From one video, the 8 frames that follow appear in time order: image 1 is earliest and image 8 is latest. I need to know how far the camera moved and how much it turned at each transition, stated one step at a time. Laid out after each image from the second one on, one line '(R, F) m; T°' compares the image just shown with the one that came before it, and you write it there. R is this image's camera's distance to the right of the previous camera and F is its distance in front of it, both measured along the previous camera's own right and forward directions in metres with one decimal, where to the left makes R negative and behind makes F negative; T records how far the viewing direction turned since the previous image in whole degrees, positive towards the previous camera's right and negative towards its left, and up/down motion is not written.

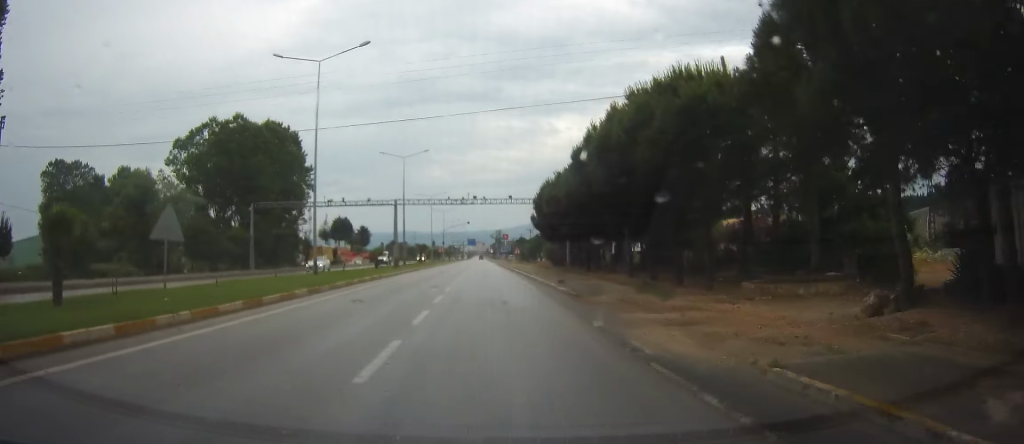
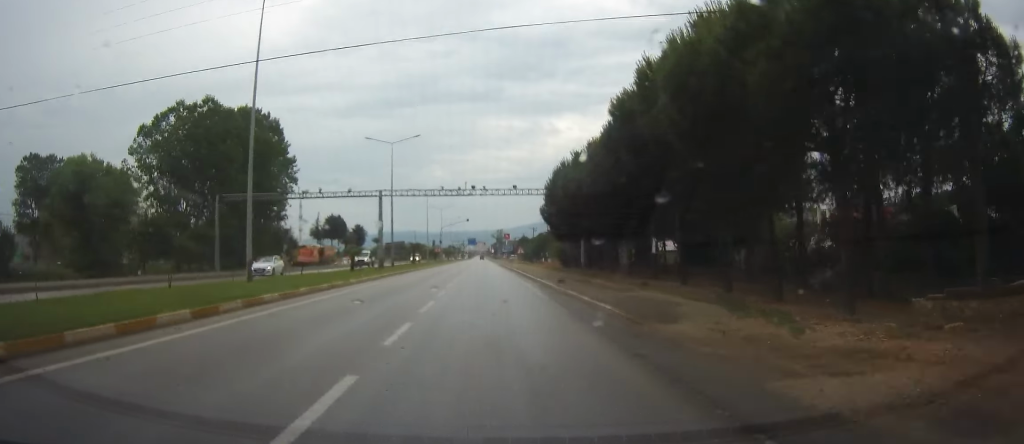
(-0.3, +9.3) m; 0°
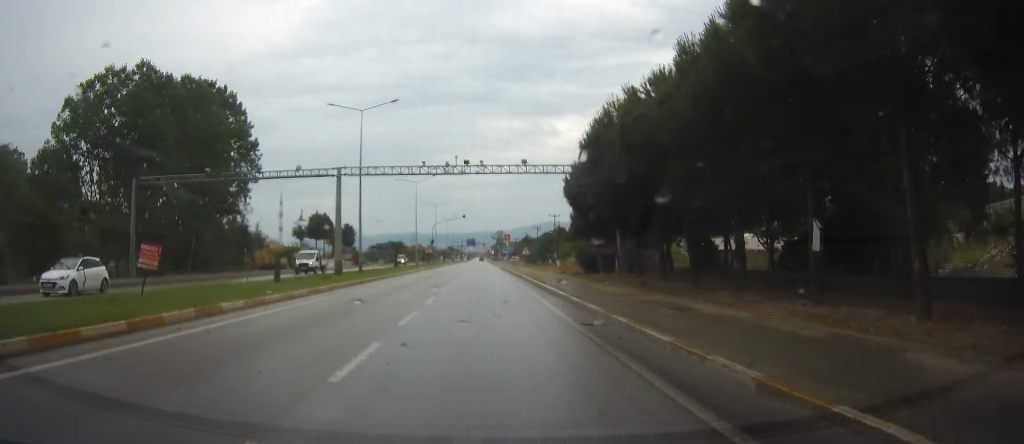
(0.0, +15.2) m; +1°
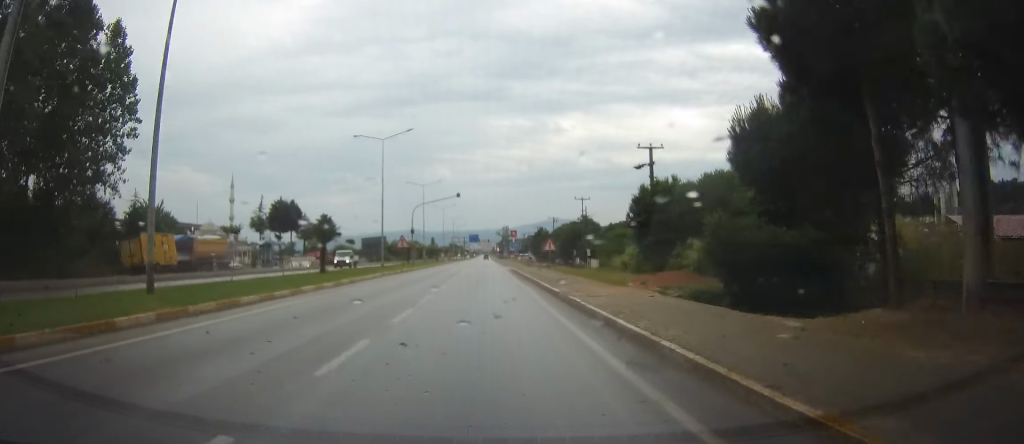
(+0.6, +30.0) m; +3°
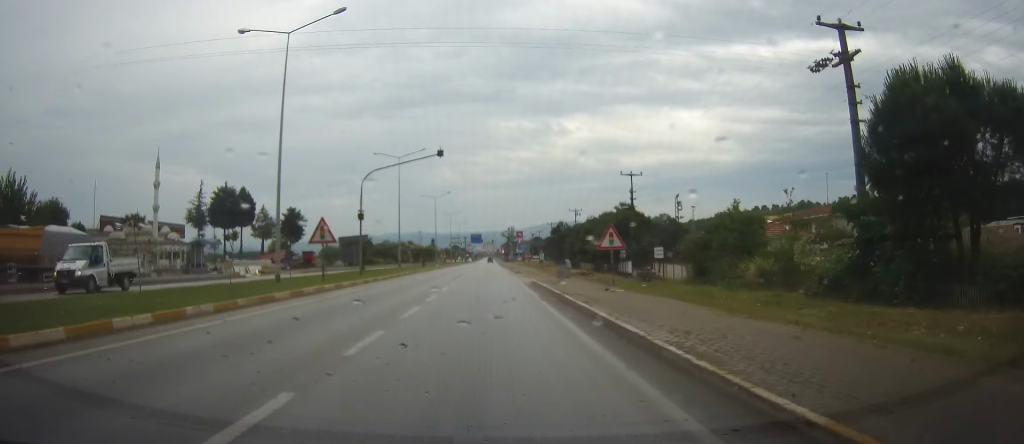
(+0.4, +28.4) m; -1°
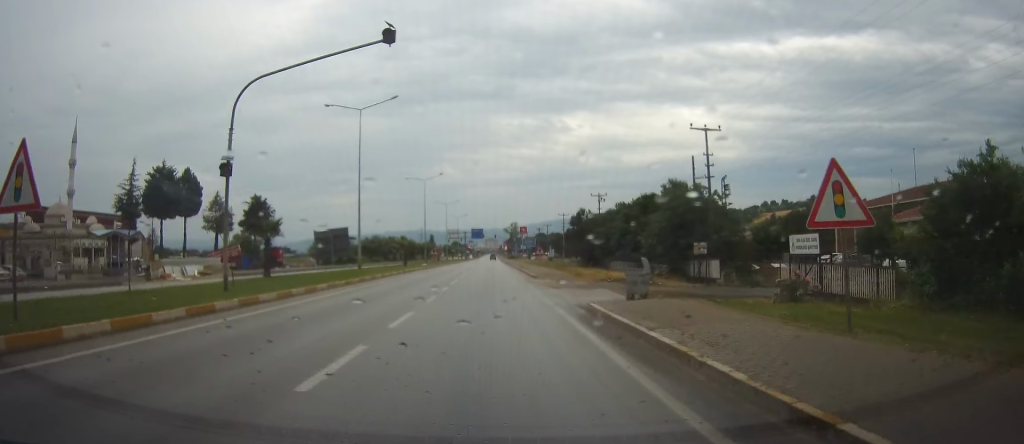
(-0.4, +20.7) m; 0°
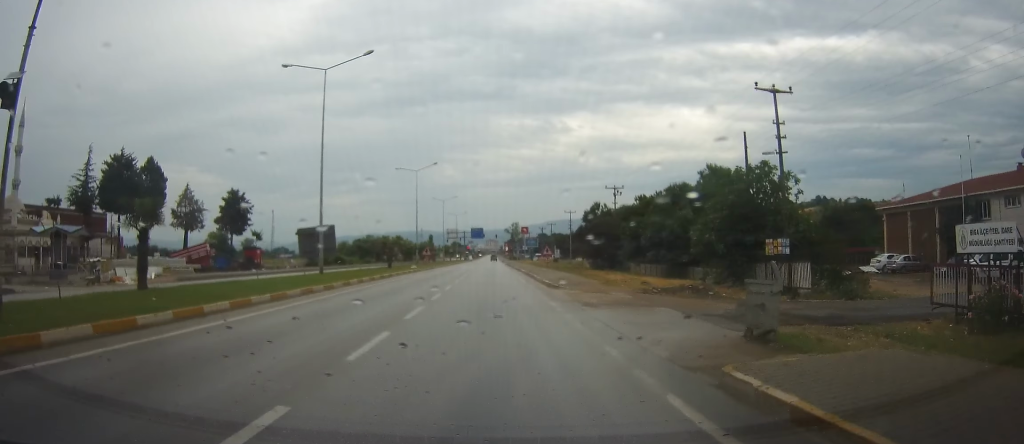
(0.0, +9.9) m; +1°
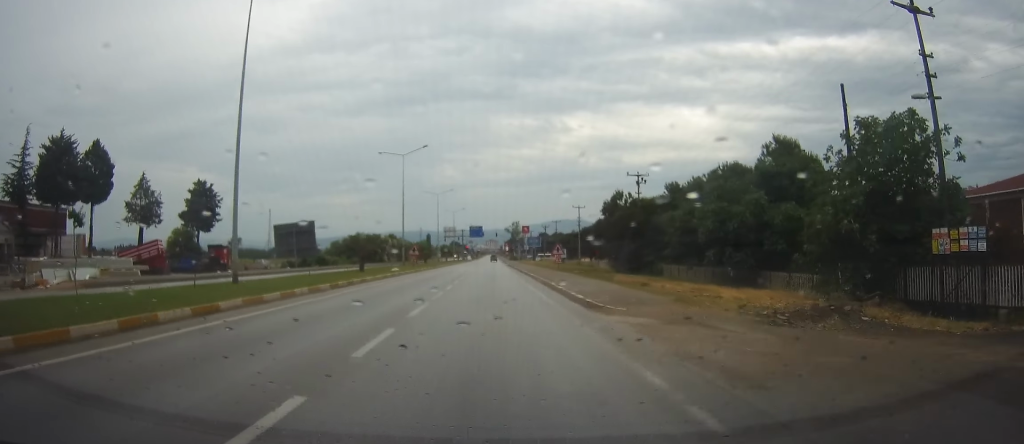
(+0.4, +12.2) m; 0°
